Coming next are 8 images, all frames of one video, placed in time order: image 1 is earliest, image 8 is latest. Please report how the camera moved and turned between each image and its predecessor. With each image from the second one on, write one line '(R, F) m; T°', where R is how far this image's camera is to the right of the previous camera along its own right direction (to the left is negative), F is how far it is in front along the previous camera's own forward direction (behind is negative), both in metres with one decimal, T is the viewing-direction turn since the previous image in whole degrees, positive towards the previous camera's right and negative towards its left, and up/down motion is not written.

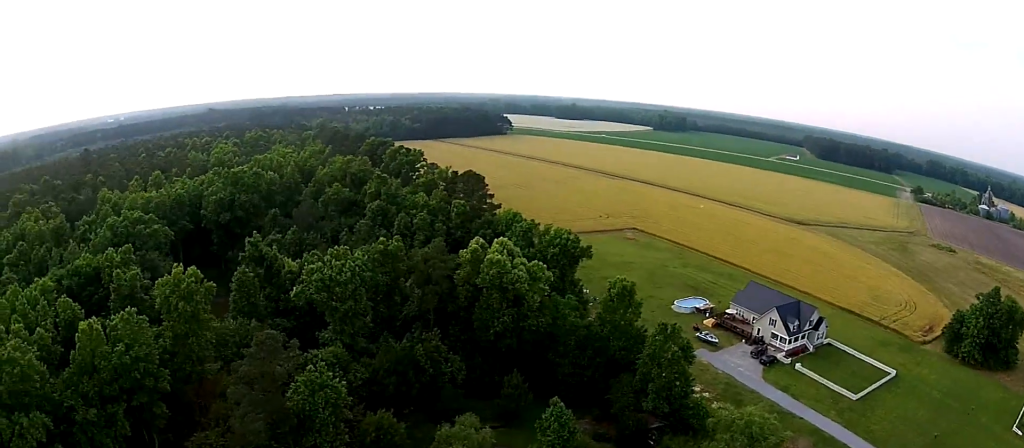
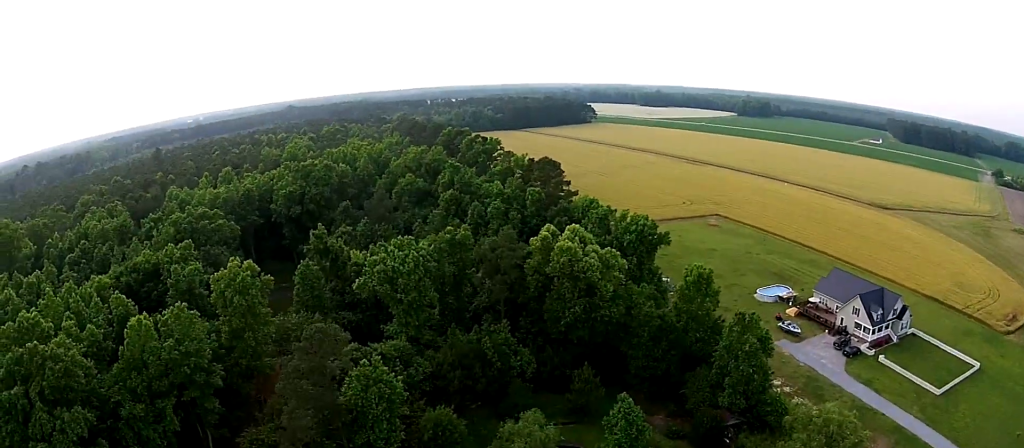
(-0.4, +4.7) m; -10°
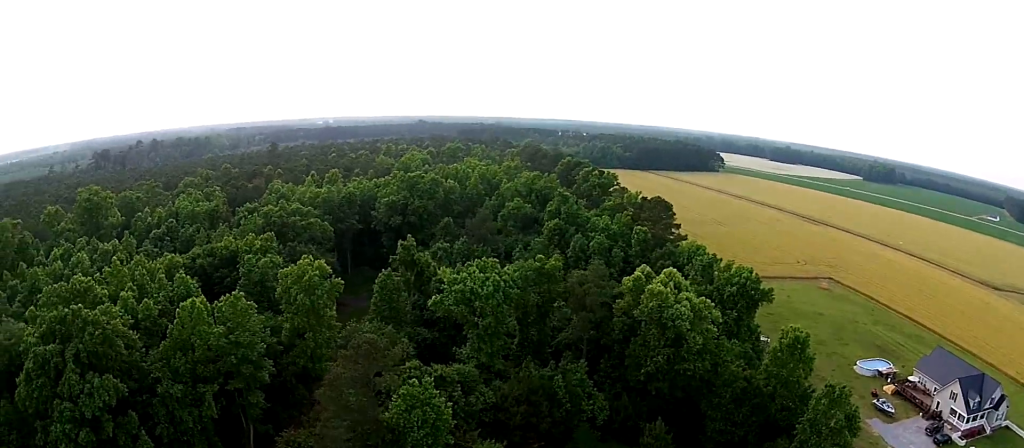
(-0.7, +5.9) m; -19°
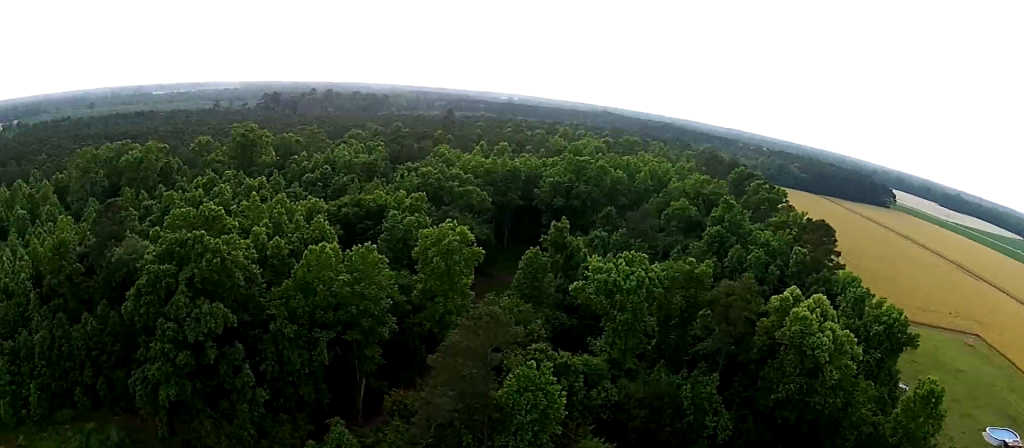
(+0.1, +3.1) m; -15°
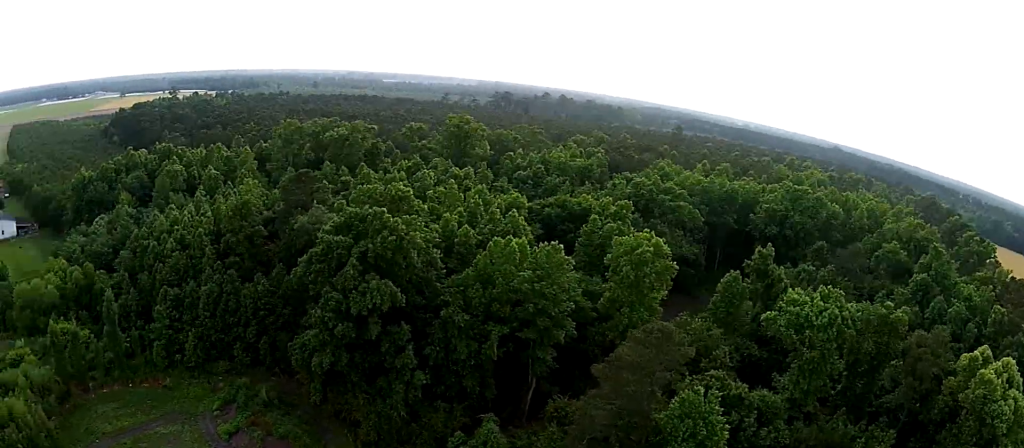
(-1.3, +3.8) m; -17°
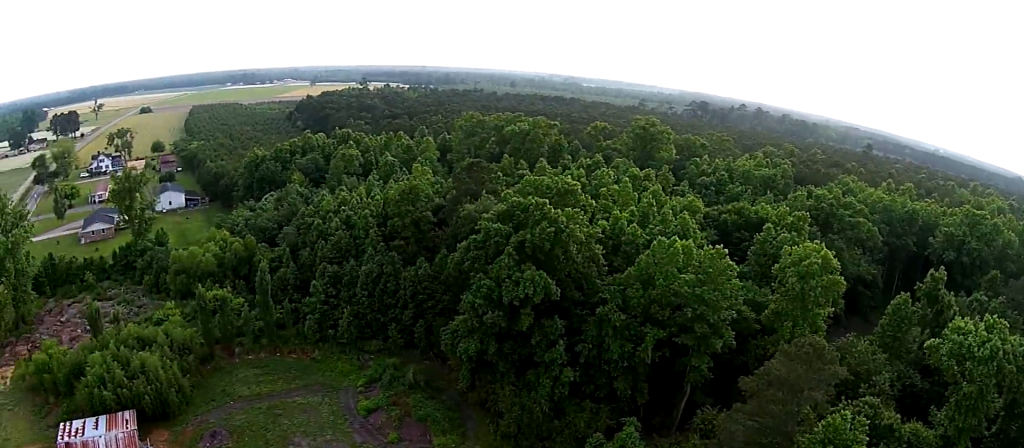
(-0.4, +3.9) m; -16°
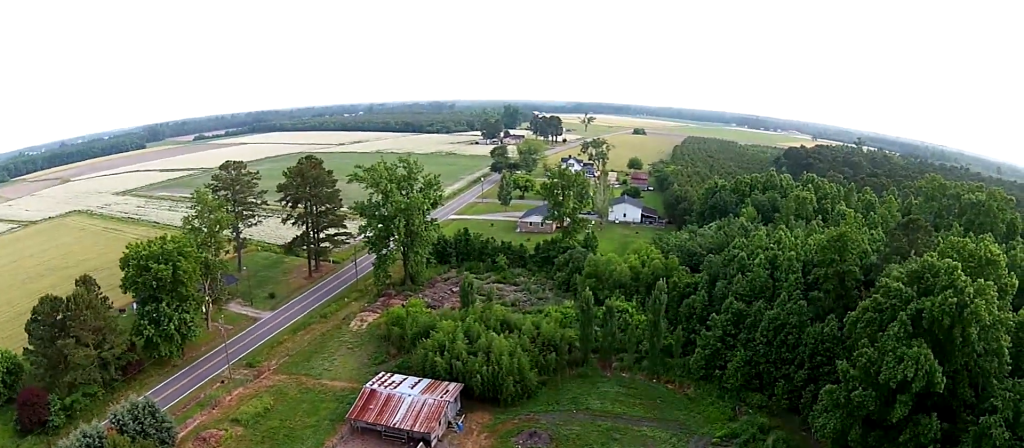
(-7.7, +12.8) m; -50°
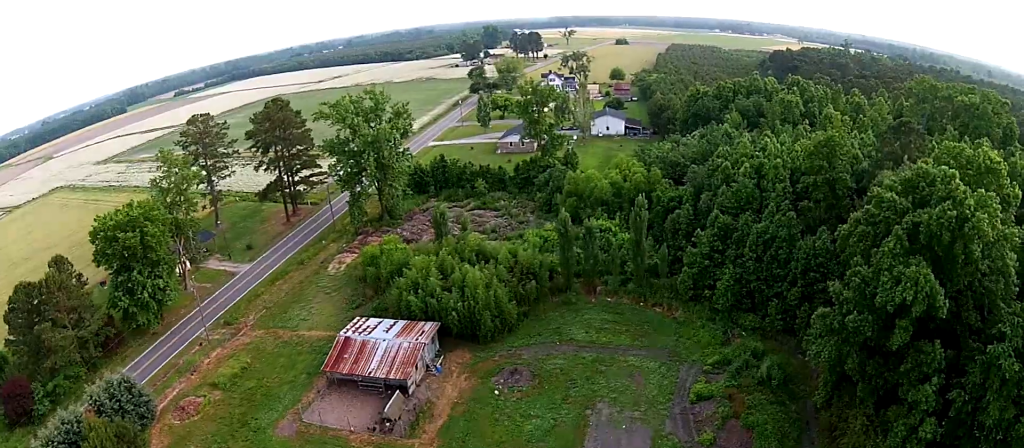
(-0.3, +5.6) m; -7°
